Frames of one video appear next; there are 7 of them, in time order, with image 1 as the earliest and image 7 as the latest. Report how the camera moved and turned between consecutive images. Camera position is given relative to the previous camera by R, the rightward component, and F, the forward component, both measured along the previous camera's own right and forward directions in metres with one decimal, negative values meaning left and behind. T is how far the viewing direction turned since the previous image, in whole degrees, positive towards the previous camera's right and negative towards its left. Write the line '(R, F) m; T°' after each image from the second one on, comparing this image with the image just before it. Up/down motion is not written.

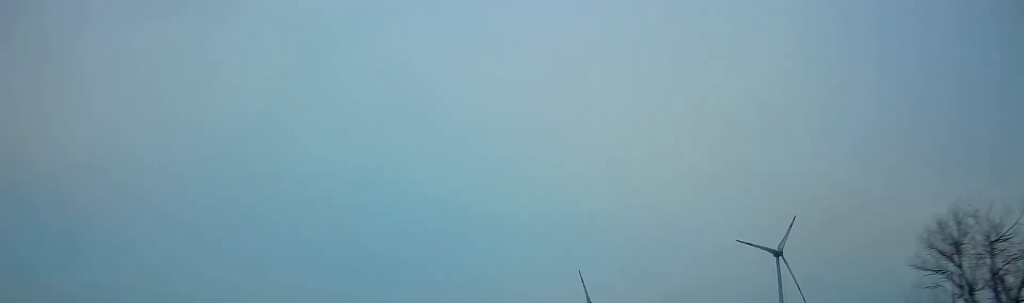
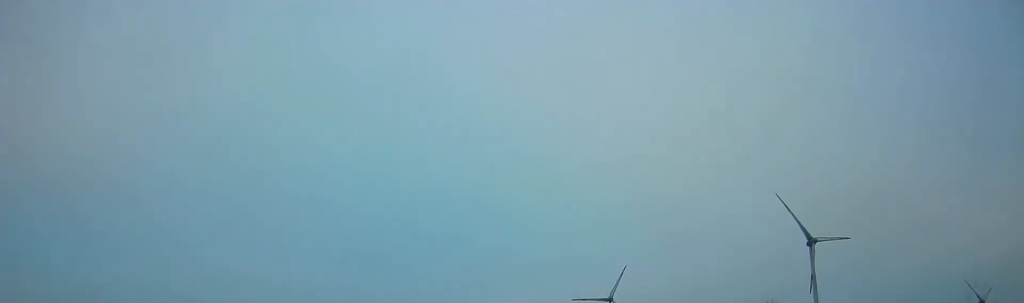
(0.0, +41.2) m; -1°
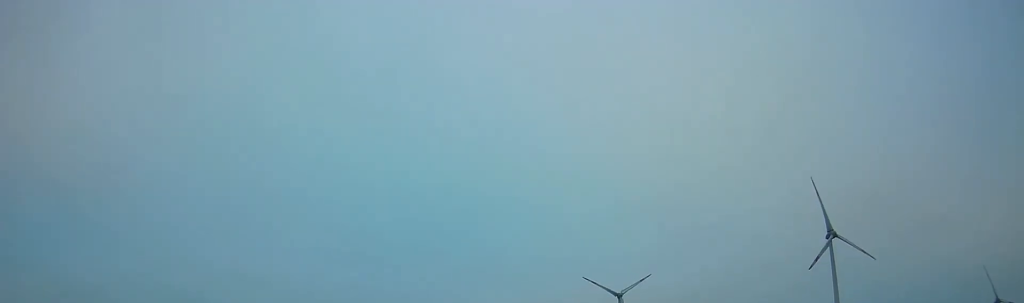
(-0.3, +27.2) m; -1°
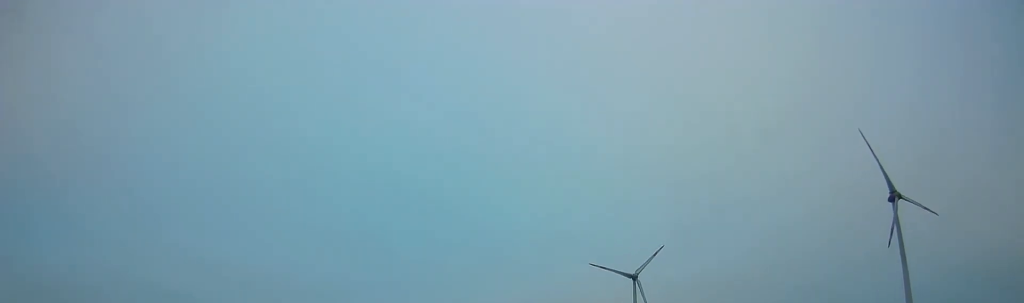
(-2.9, +103.6) m; -3°
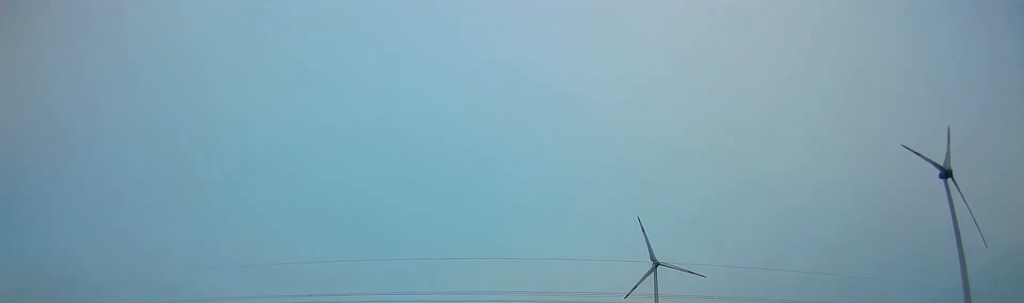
(-0.3, +57.1) m; 0°
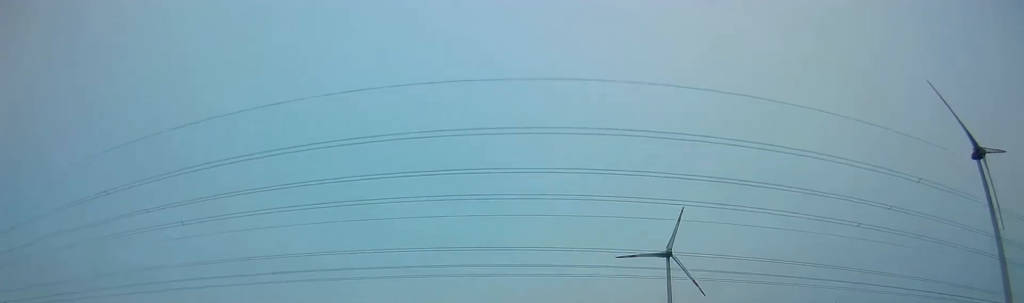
(0.0, +37.6) m; 0°
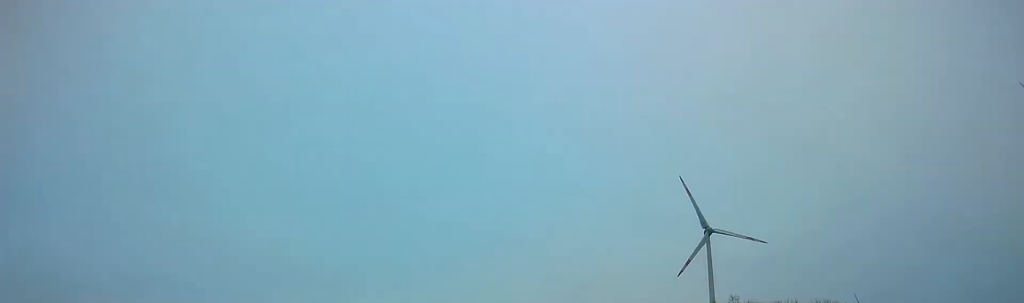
(-0.2, +72.8) m; -1°
